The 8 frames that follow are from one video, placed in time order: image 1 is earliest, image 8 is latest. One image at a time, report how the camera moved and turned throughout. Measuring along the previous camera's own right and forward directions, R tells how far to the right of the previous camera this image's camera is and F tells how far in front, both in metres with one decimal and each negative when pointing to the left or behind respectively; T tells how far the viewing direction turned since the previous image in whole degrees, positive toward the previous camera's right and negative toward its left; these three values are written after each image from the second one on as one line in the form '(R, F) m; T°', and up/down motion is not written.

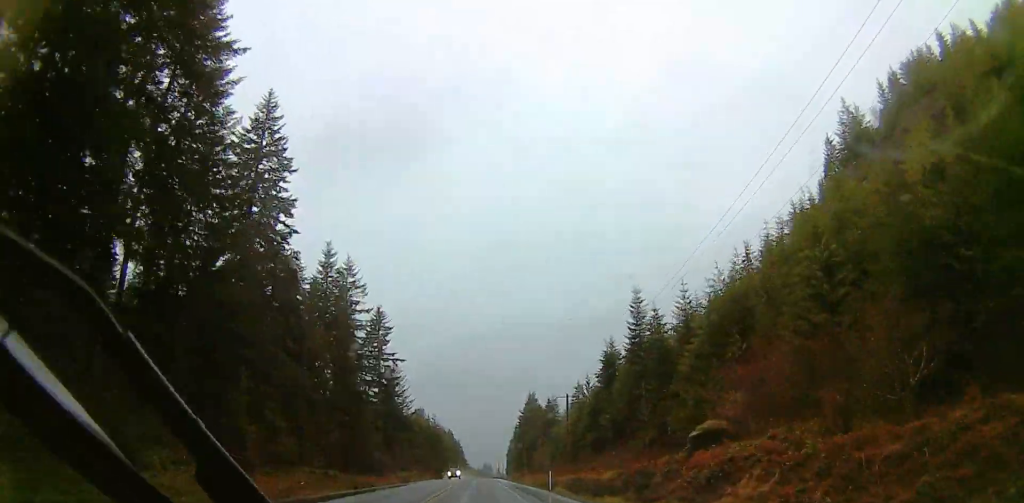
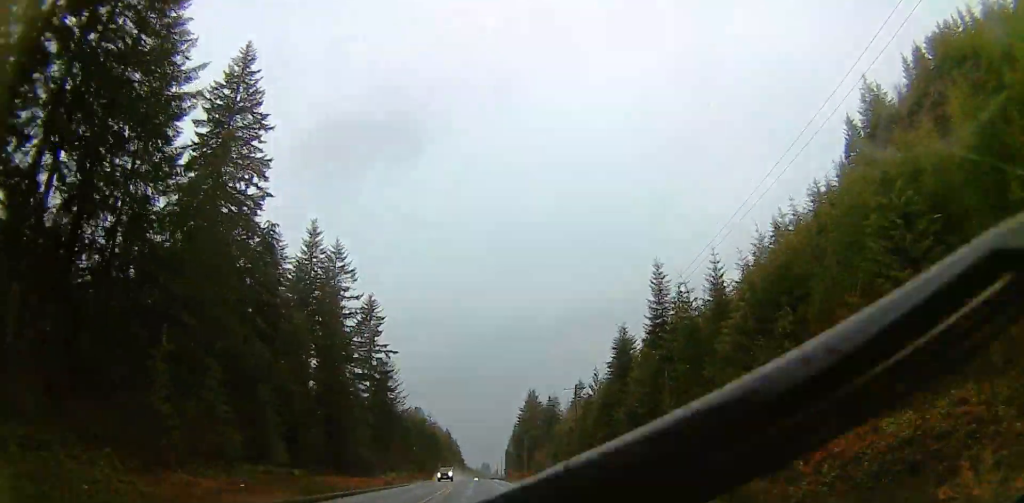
(0.0, +10.4) m; 0°
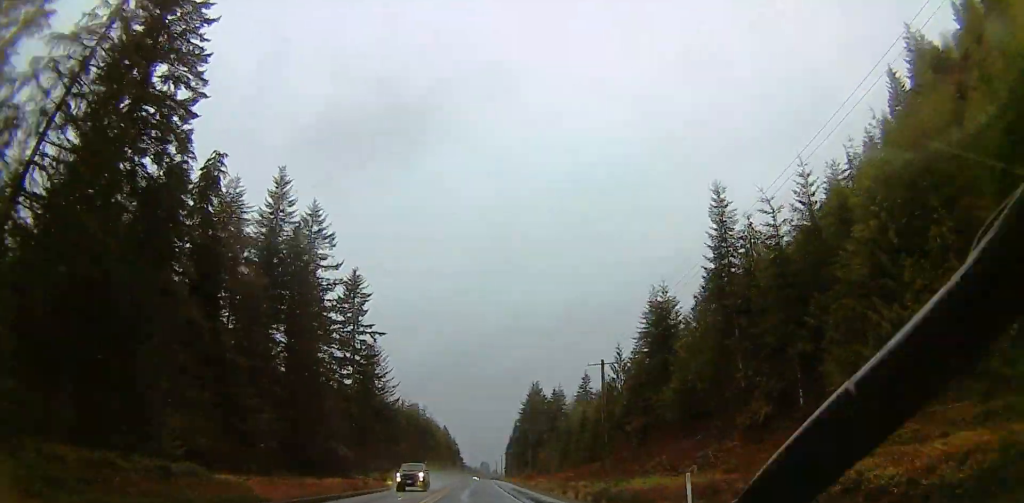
(0.0, +18.8) m; -1°
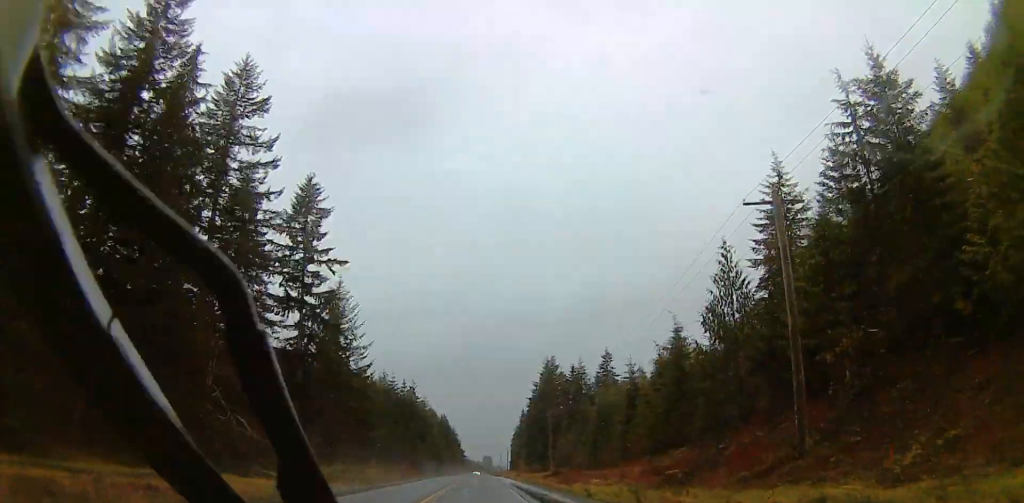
(-1.0, +39.1) m; -3°
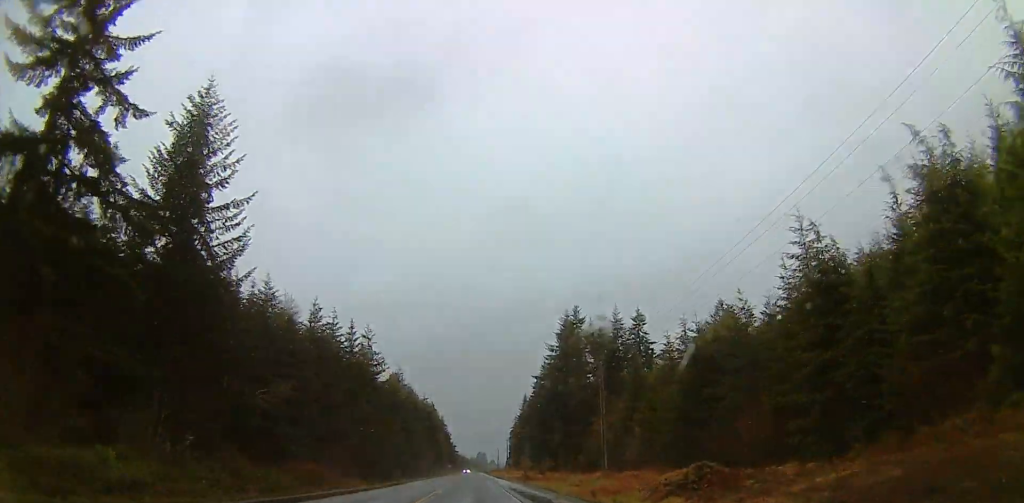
(+1.2, +49.9) m; +3°
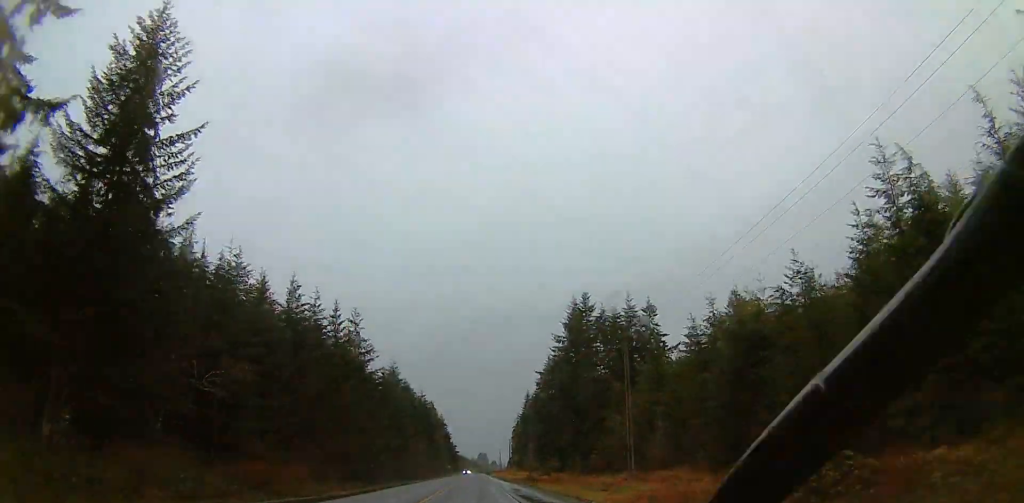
(+0.1, +10.1) m; 0°
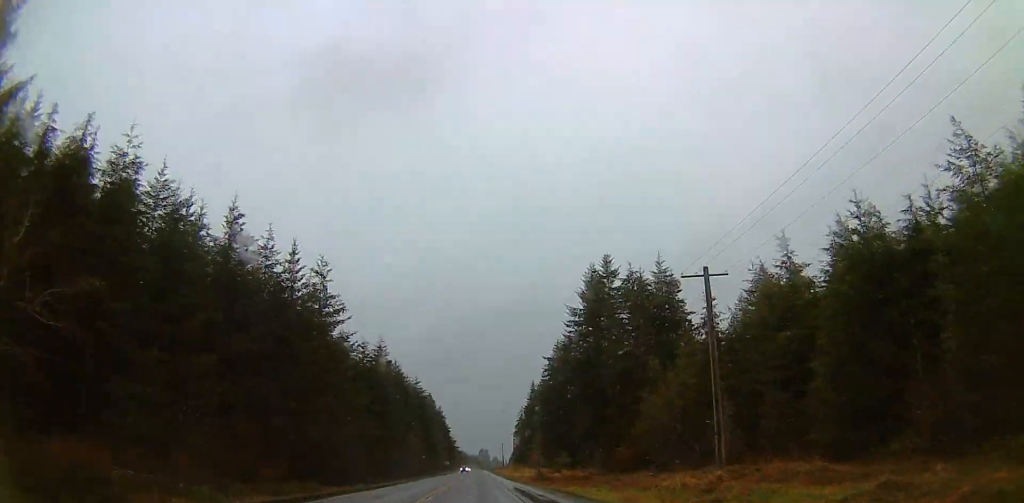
(+0.1, +20.0) m; 0°
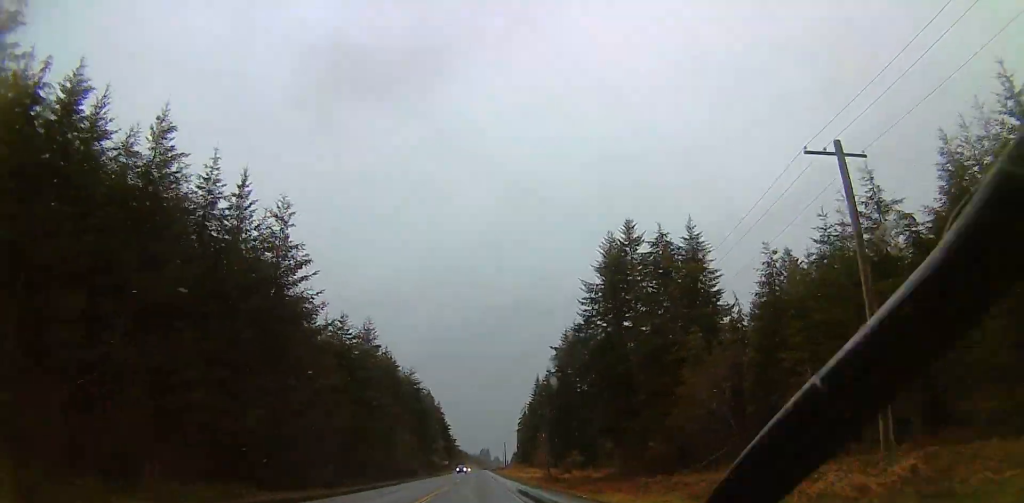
(0.0, +15.8) m; 0°
